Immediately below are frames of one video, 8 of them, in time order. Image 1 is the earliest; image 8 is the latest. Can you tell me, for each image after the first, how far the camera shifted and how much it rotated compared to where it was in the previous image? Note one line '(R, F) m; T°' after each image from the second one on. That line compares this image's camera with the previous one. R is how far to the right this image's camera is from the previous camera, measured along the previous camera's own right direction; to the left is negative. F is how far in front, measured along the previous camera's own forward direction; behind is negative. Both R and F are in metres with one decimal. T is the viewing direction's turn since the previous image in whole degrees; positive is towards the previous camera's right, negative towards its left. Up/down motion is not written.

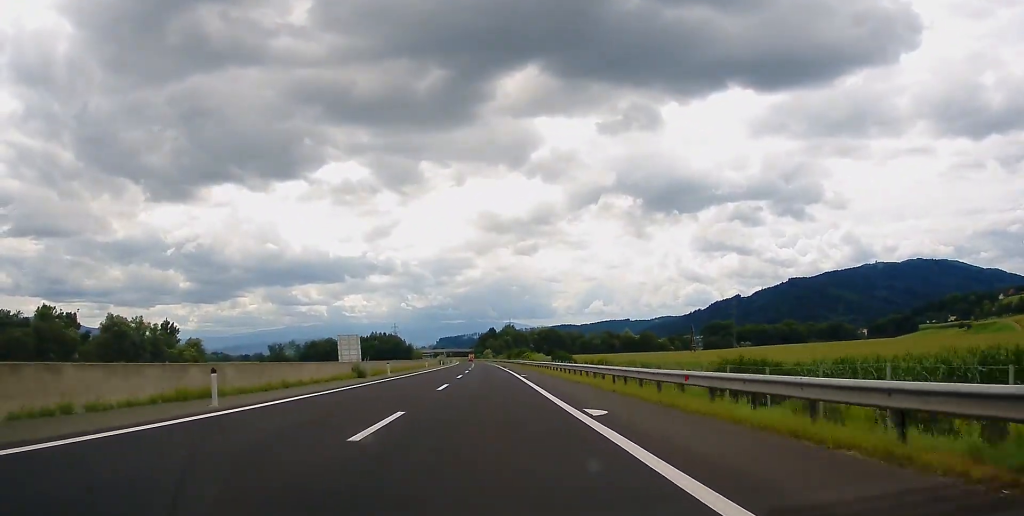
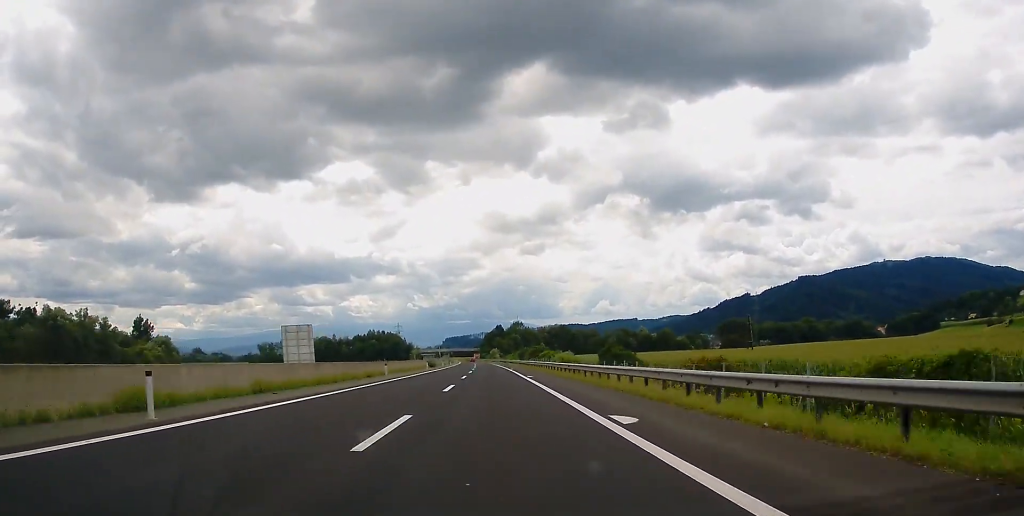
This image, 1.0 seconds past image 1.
(-0.4, +36.9) m; 0°
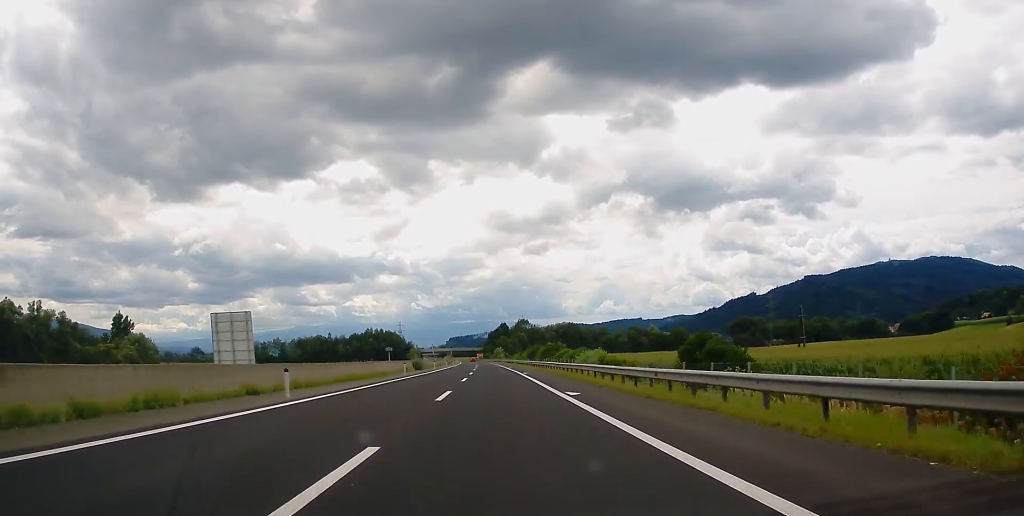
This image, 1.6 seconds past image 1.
(0.0, +23.7) m; 0°
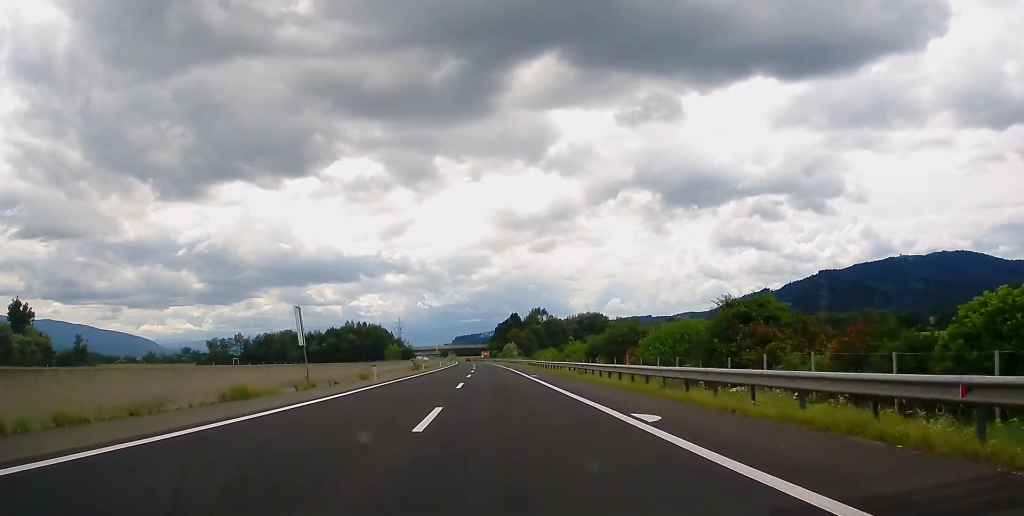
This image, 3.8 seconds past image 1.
(-0.2, +80.8) m; -1°
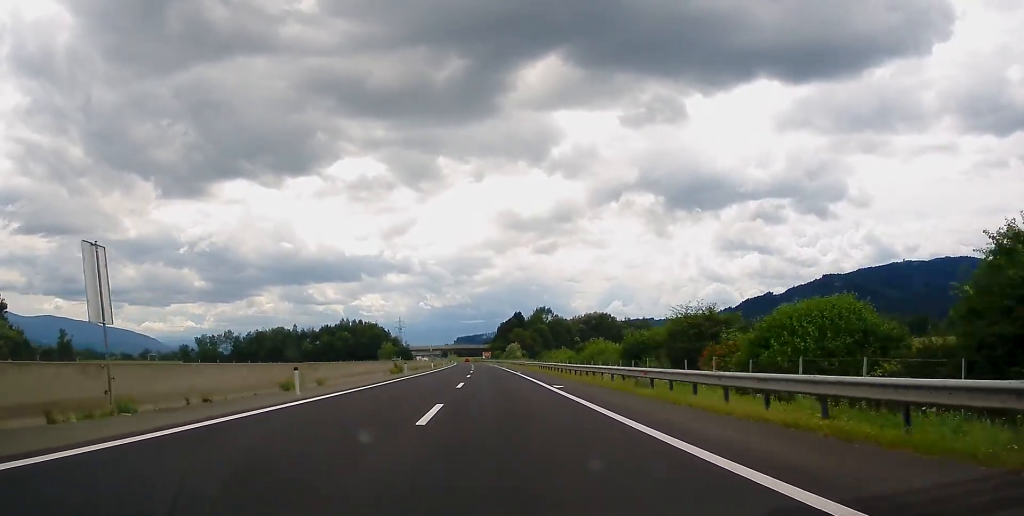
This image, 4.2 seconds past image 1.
(-0.1, +17.0) m; 0°
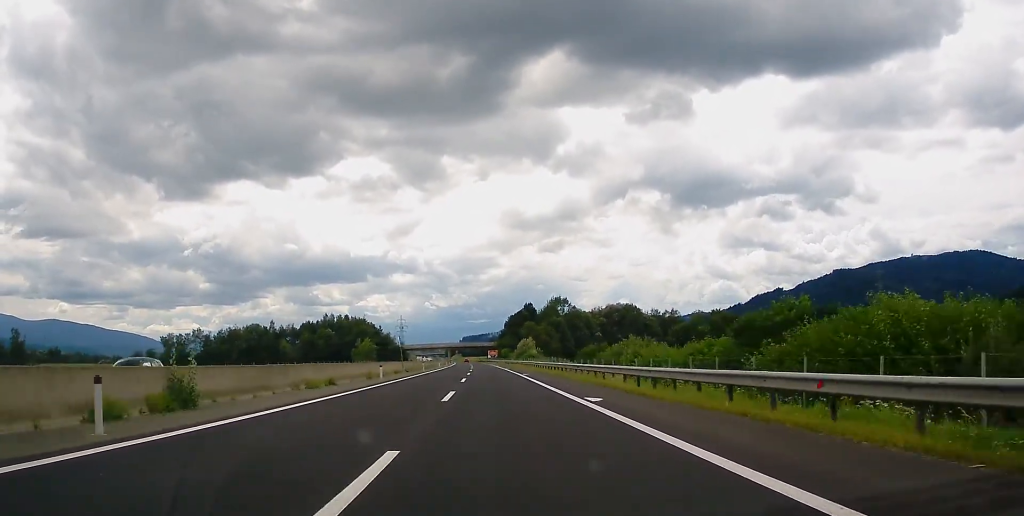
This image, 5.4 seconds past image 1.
(-0.3, +45.8) m; 0°
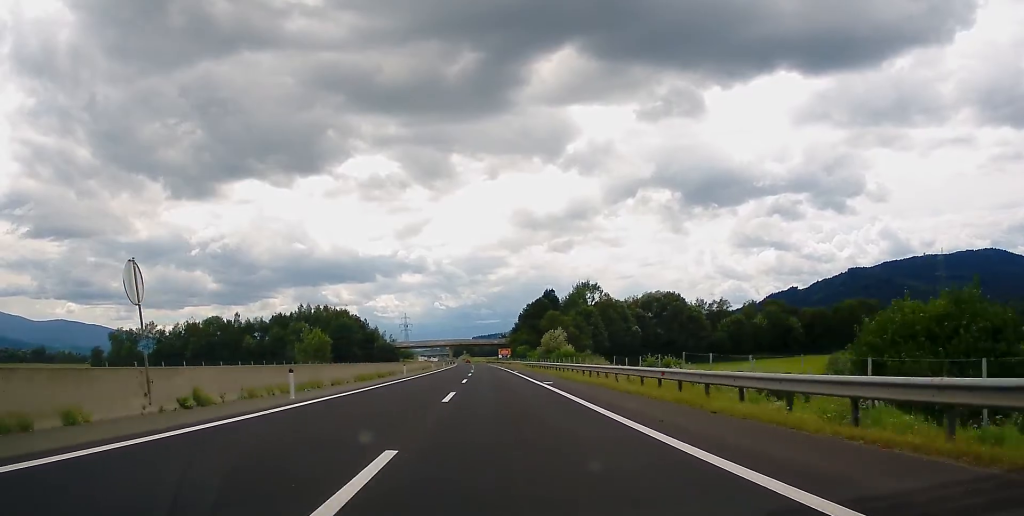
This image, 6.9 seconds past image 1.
(0.0, +53.8) m; 0°
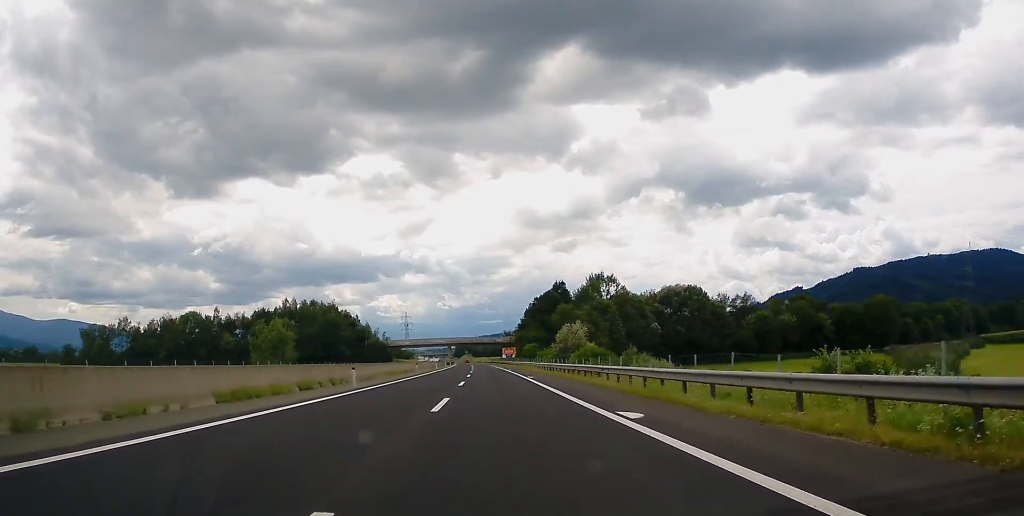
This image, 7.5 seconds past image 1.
(0.0, +21.9) m; 0°
